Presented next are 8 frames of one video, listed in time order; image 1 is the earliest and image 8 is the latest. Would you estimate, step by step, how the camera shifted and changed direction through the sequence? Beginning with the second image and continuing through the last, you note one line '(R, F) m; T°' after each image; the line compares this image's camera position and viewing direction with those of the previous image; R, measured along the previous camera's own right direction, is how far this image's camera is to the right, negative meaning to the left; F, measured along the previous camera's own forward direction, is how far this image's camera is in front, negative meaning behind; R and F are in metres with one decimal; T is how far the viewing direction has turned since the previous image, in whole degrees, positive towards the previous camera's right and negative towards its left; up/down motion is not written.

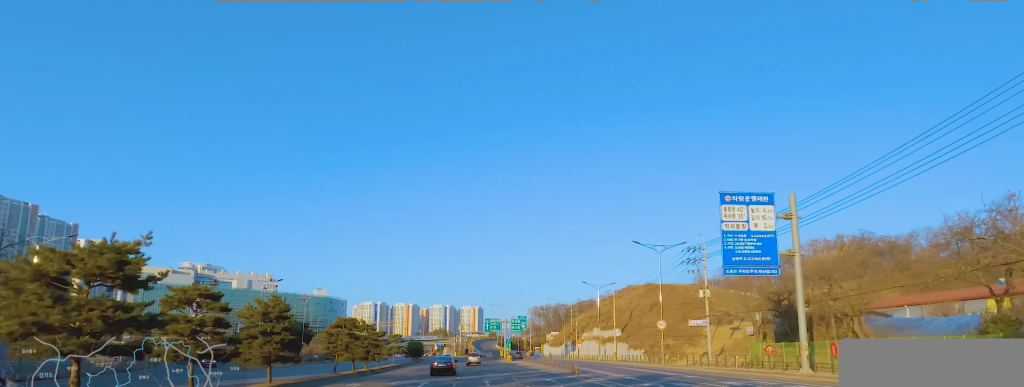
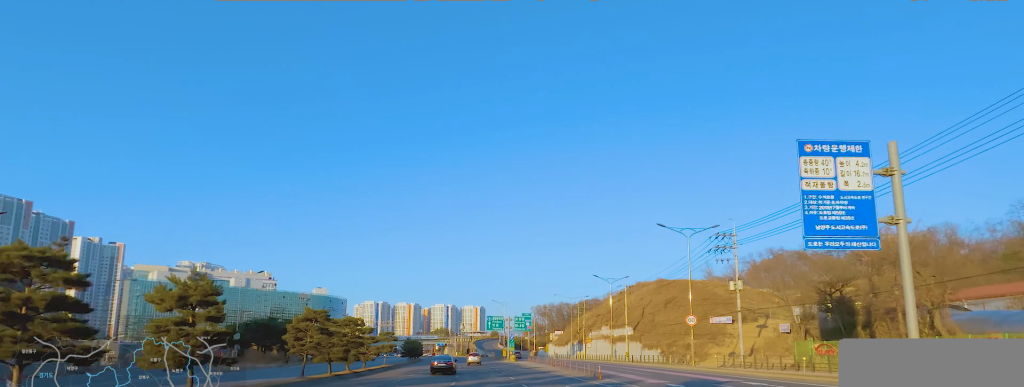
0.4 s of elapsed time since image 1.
(+0.1, +7.0) m; 0°
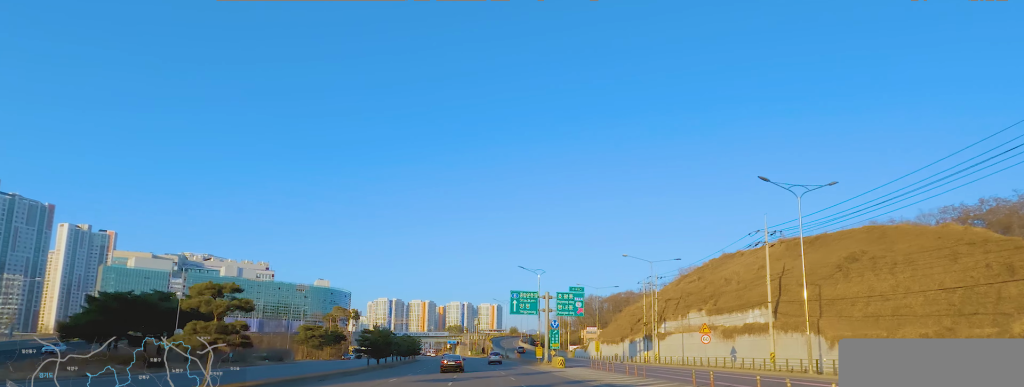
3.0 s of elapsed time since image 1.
(-1.5, +42.5) m; -3°
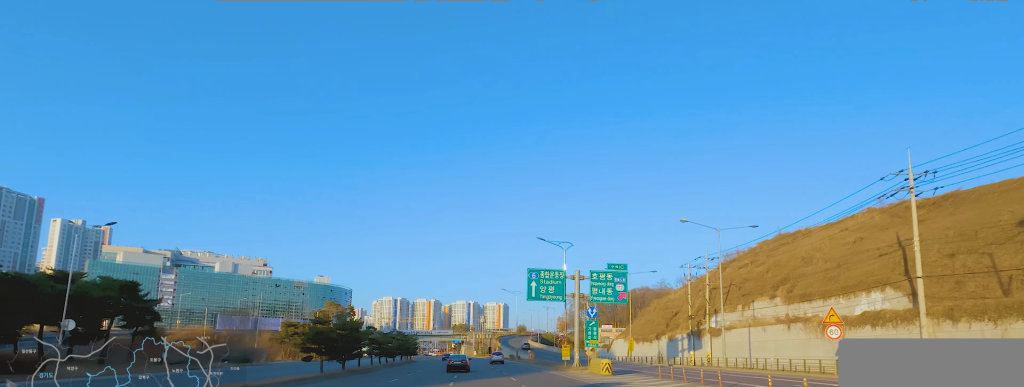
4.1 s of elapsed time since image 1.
(-0.4, +16.4) m; 0°
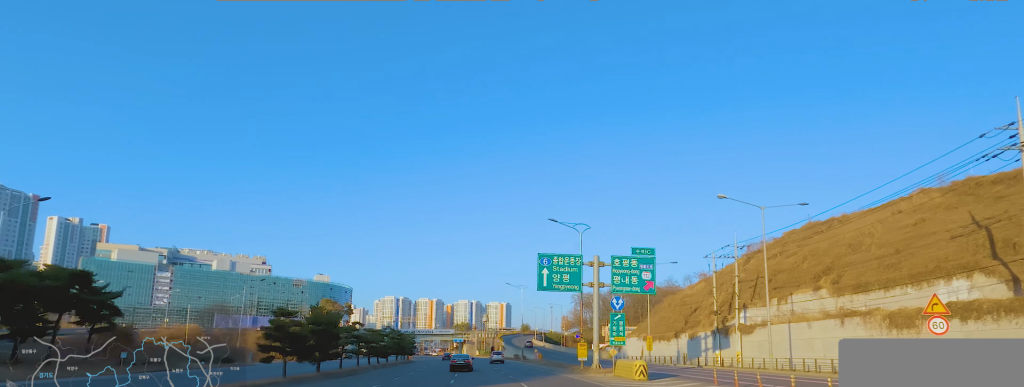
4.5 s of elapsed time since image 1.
(0.0, +6.9) m; 0°
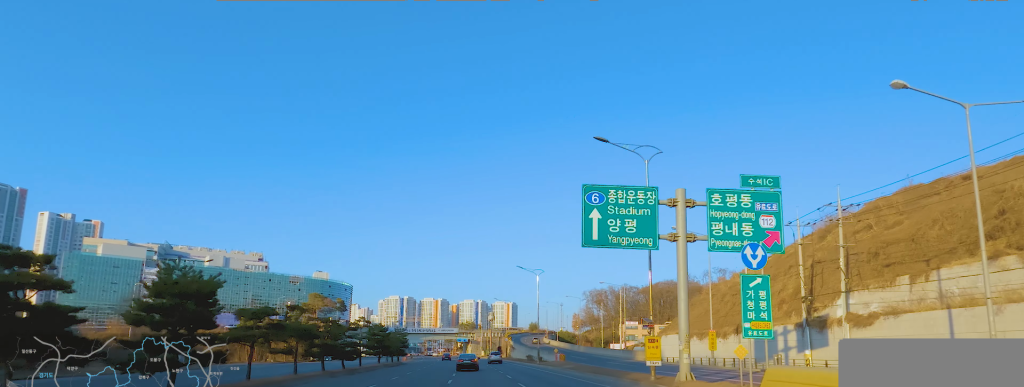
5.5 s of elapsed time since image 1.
(+0.4, +16.5) m; +1°
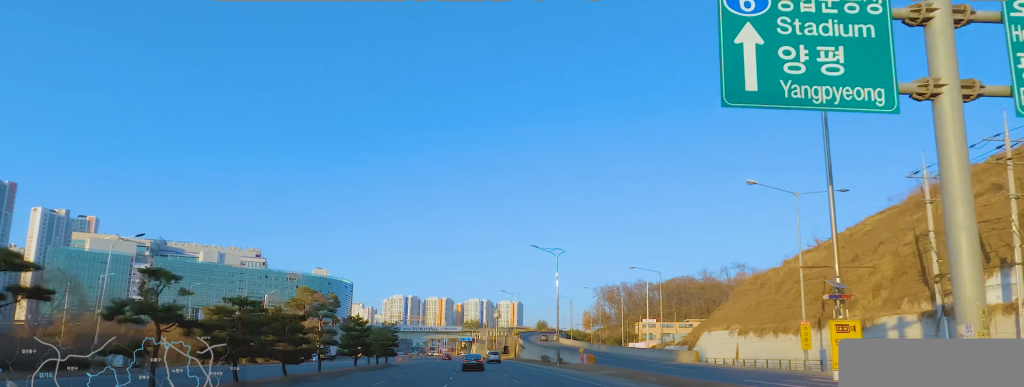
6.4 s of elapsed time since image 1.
(0.0, +13.3) m; -1°
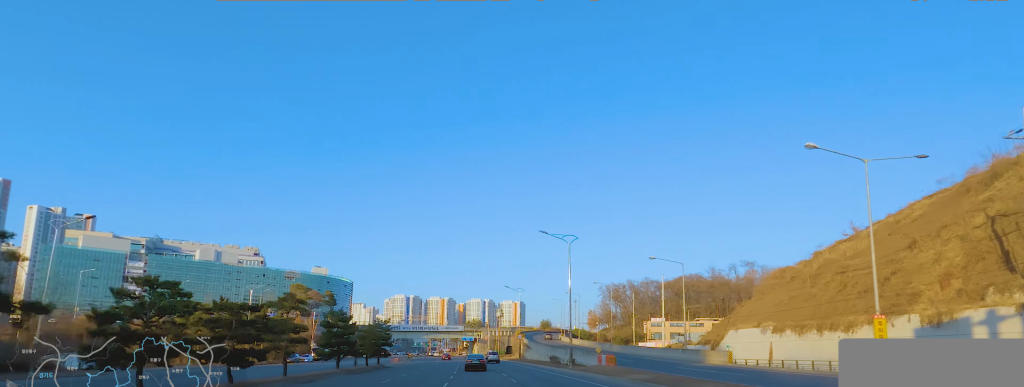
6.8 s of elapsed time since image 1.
(-0.2, +6.2) m; 0°
